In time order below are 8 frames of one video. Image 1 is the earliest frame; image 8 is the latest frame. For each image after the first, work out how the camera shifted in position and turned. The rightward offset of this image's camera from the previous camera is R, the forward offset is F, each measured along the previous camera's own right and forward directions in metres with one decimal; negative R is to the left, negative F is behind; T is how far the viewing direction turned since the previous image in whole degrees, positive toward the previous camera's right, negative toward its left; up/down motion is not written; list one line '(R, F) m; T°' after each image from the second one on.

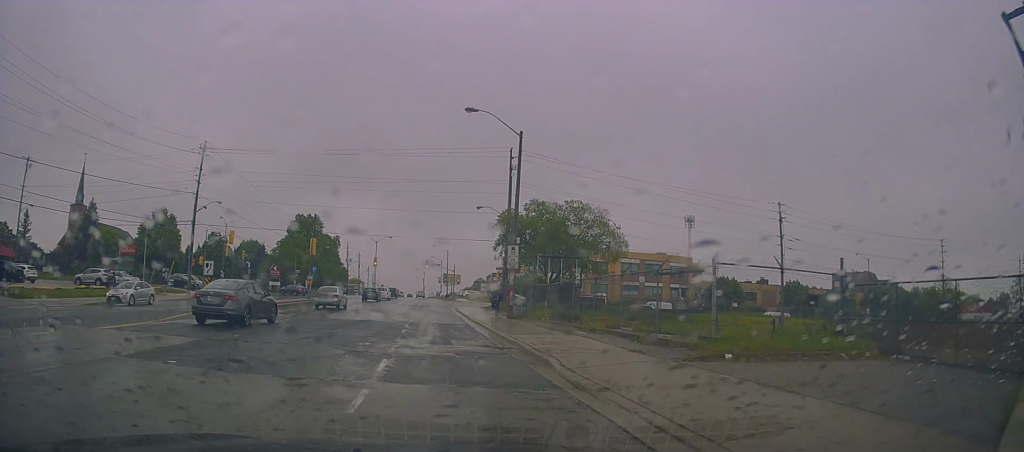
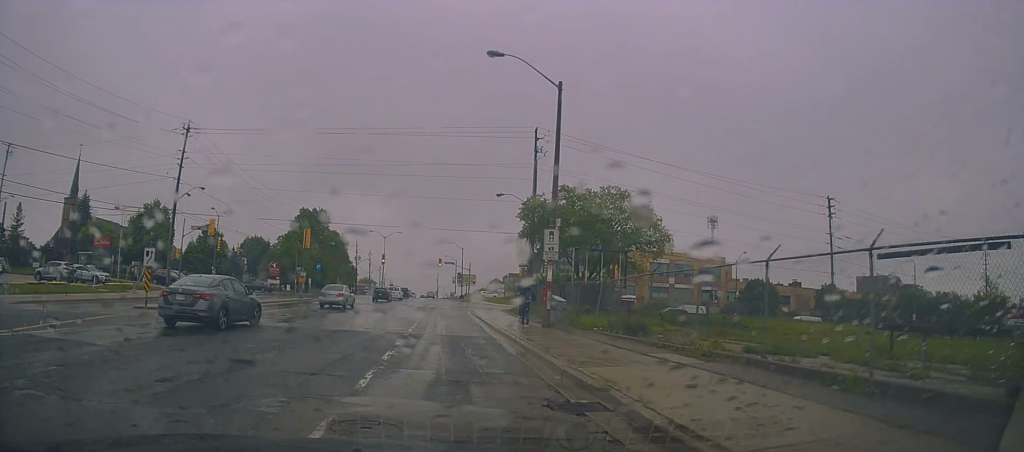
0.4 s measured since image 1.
(+0.1, +4.5) m; 0°
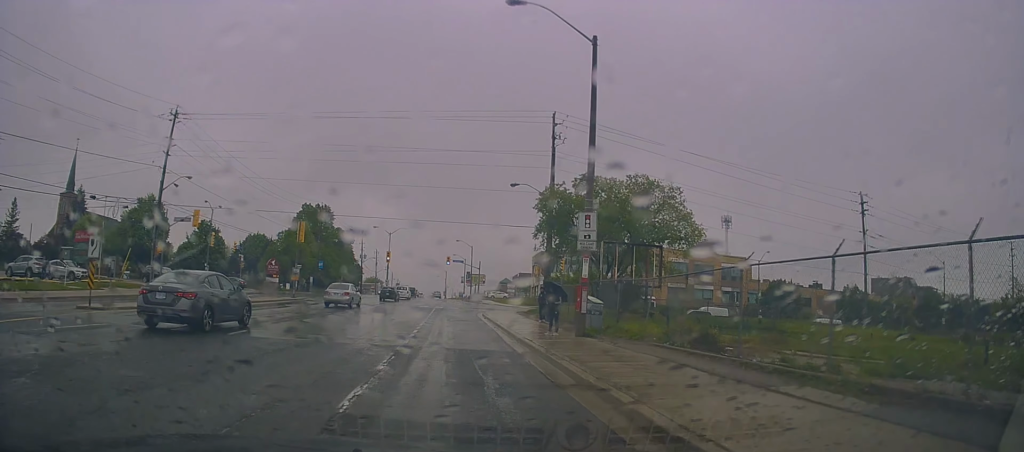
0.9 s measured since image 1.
(+0.2, +4.6) m; 0°
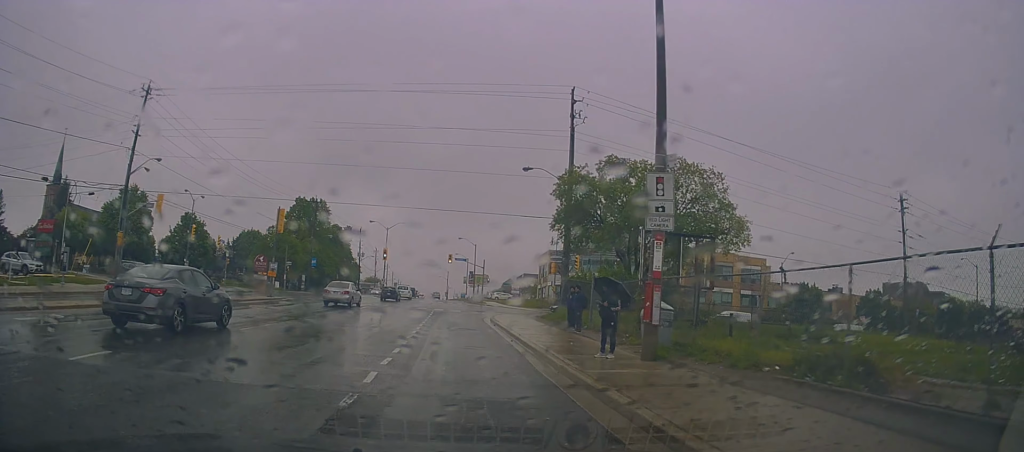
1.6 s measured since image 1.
(-0.2, +6.1) m; 0°
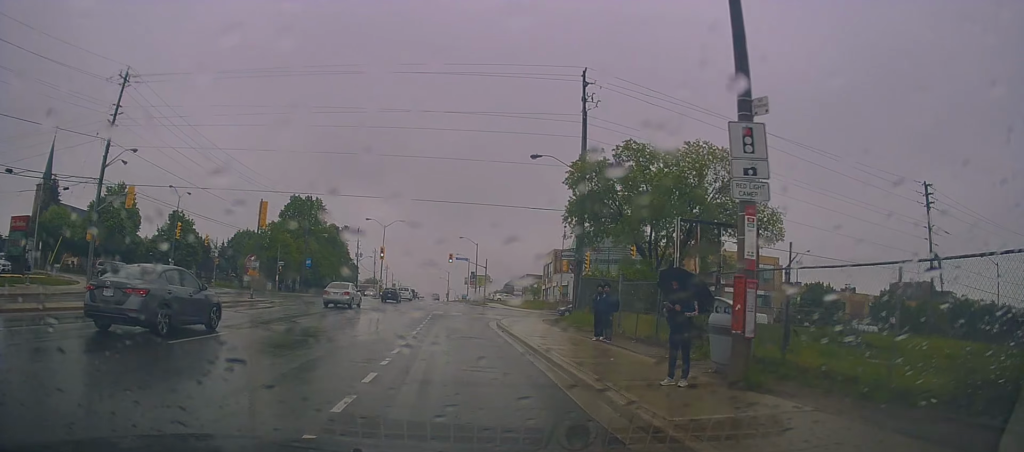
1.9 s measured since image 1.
(-0.2, +3.8) m; 0°
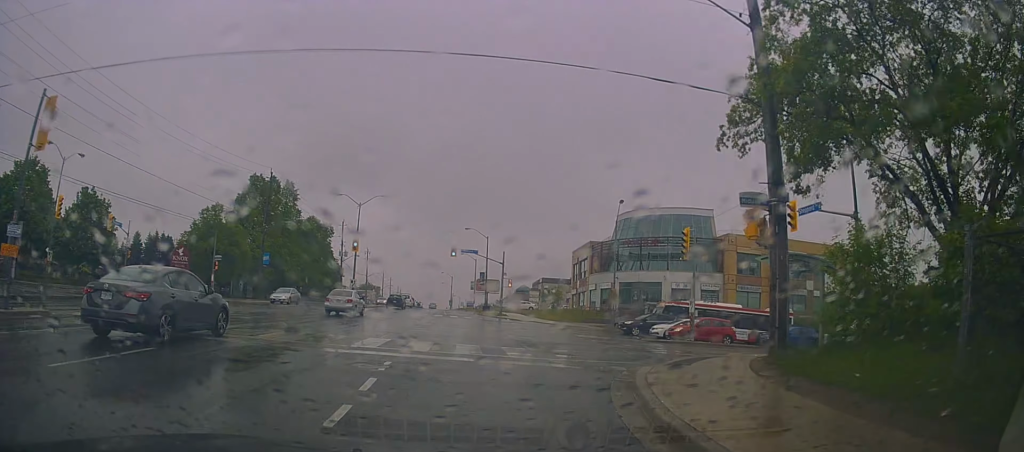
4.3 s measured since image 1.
(+0.7, +19.8) m; +13°
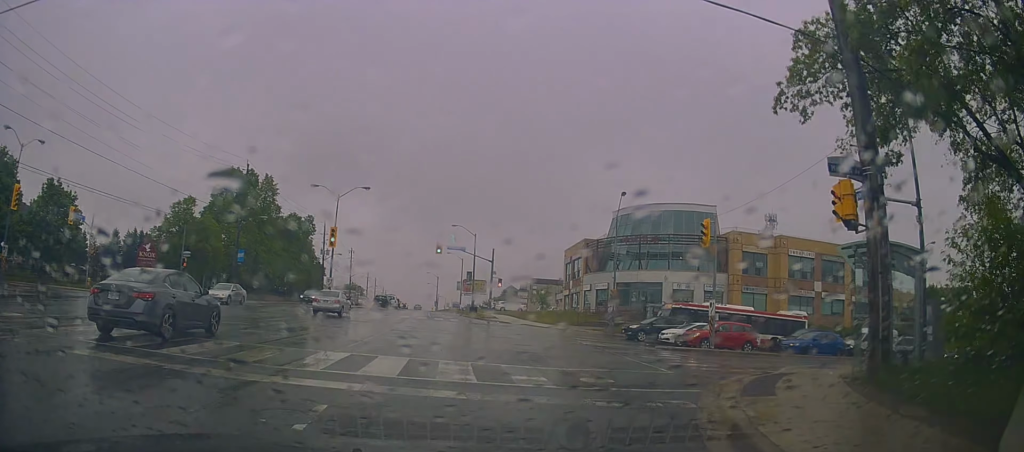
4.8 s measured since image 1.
(+0.2, +3.2) m; +13°
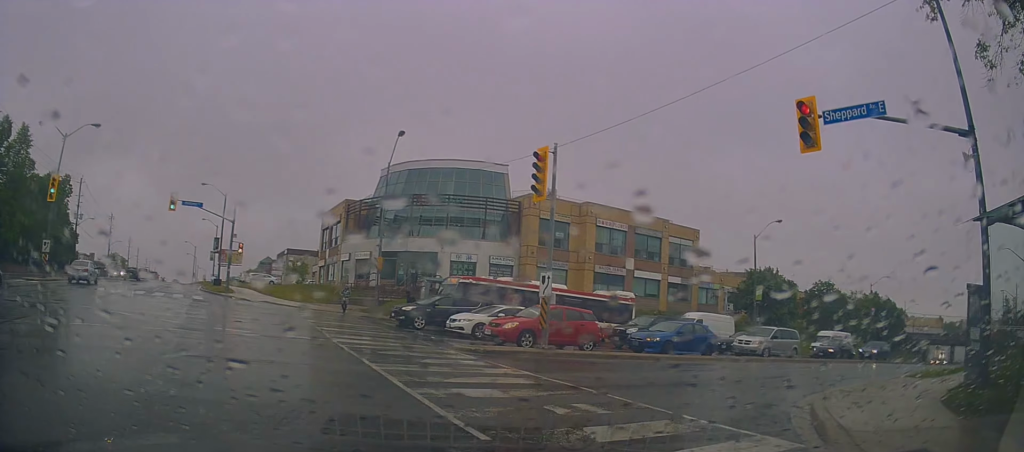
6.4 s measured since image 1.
(+3.1, +8.2) m; +32°
